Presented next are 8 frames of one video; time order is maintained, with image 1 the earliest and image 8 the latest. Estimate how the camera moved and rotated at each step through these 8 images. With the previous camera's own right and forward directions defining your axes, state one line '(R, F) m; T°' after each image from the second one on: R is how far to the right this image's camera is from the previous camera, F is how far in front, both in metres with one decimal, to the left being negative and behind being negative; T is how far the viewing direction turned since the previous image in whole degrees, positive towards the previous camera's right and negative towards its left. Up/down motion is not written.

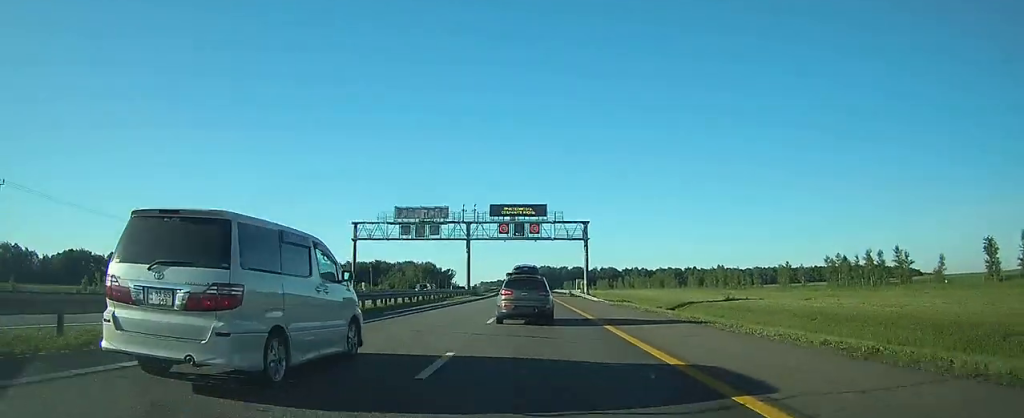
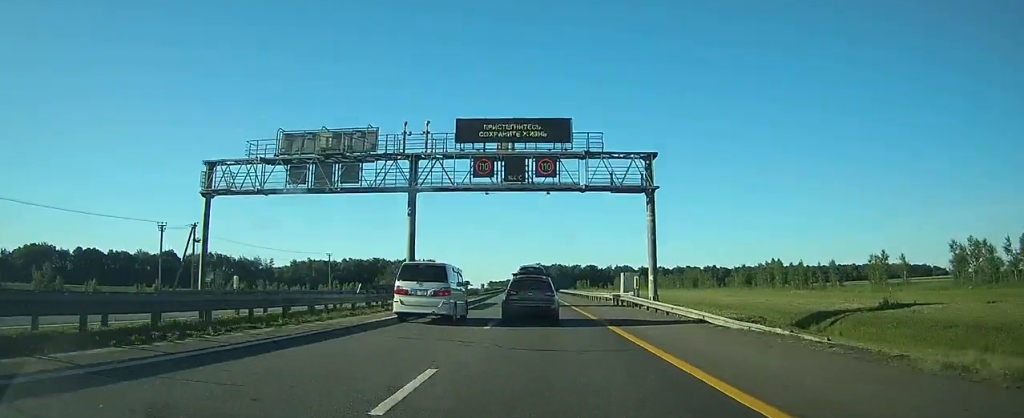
(-0.3, +37.9) m; -1°
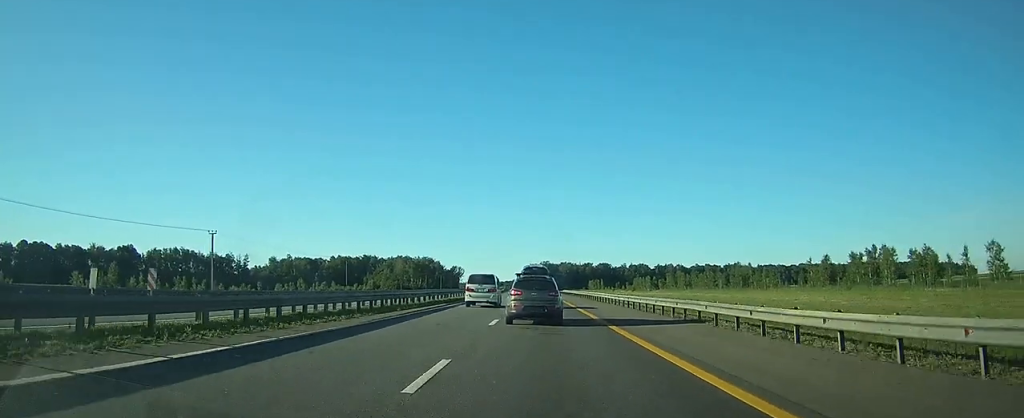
(-0.6, +46.2) m; -1°
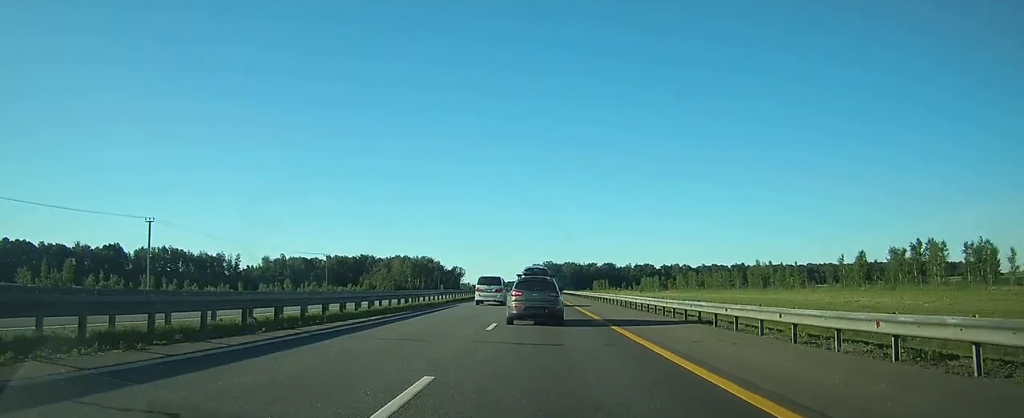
(0.0, +13.7) m; 0°
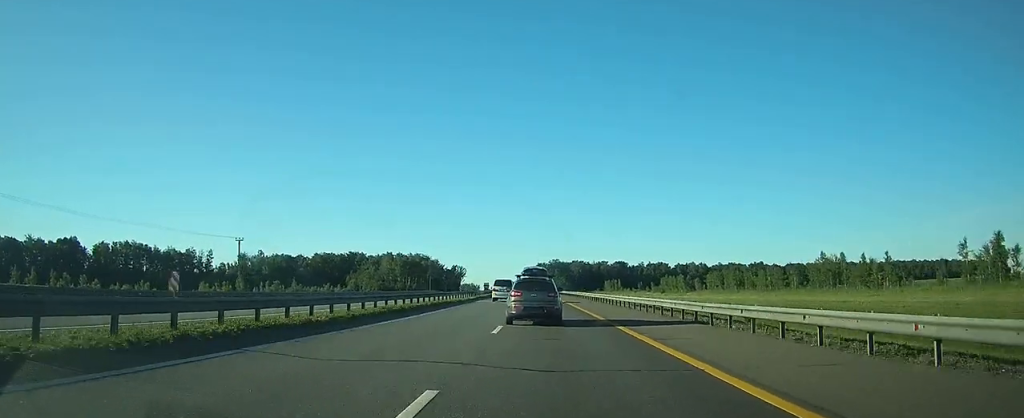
(-0.2, +36.6) m; -1°
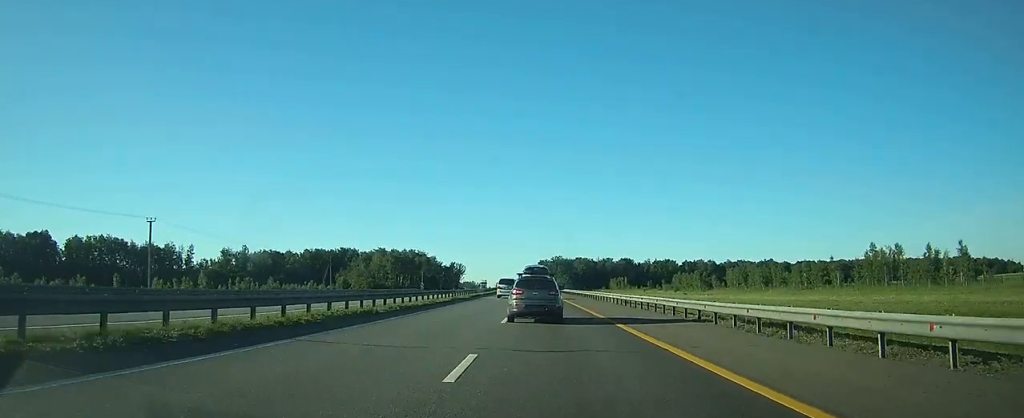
(-0.1, +20.3) m; 0°
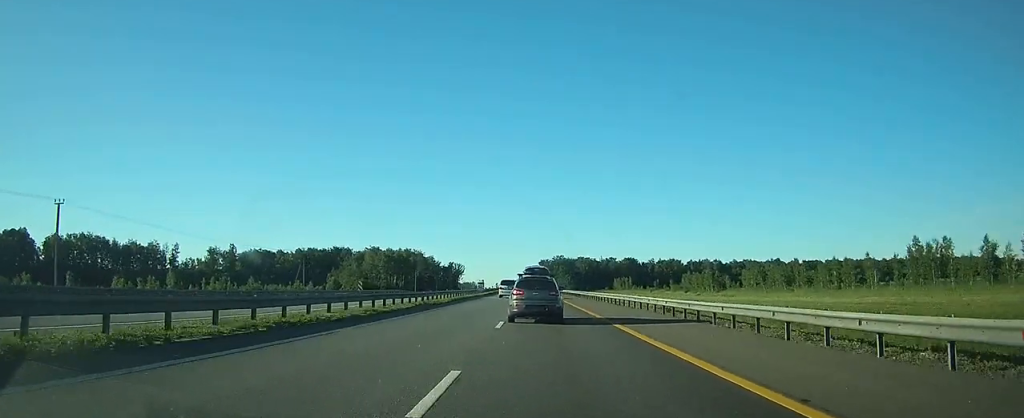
(0.0, +13.9) m; 0°
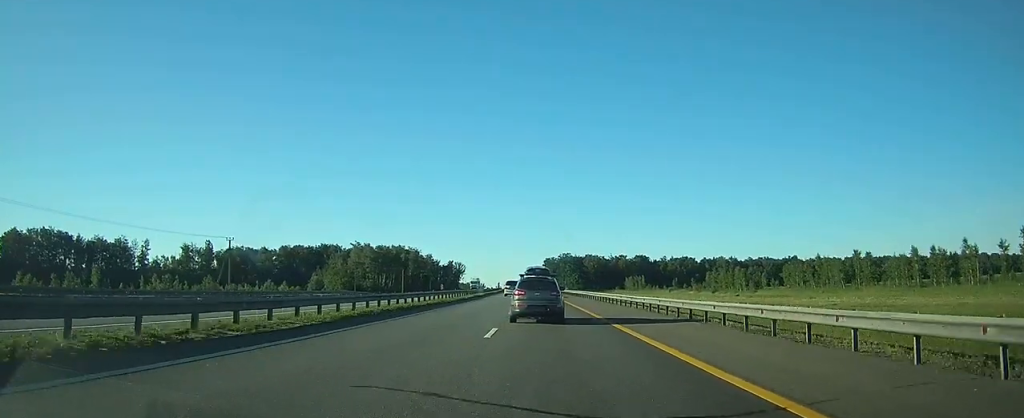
(0.0, +27.1) m; 0°
